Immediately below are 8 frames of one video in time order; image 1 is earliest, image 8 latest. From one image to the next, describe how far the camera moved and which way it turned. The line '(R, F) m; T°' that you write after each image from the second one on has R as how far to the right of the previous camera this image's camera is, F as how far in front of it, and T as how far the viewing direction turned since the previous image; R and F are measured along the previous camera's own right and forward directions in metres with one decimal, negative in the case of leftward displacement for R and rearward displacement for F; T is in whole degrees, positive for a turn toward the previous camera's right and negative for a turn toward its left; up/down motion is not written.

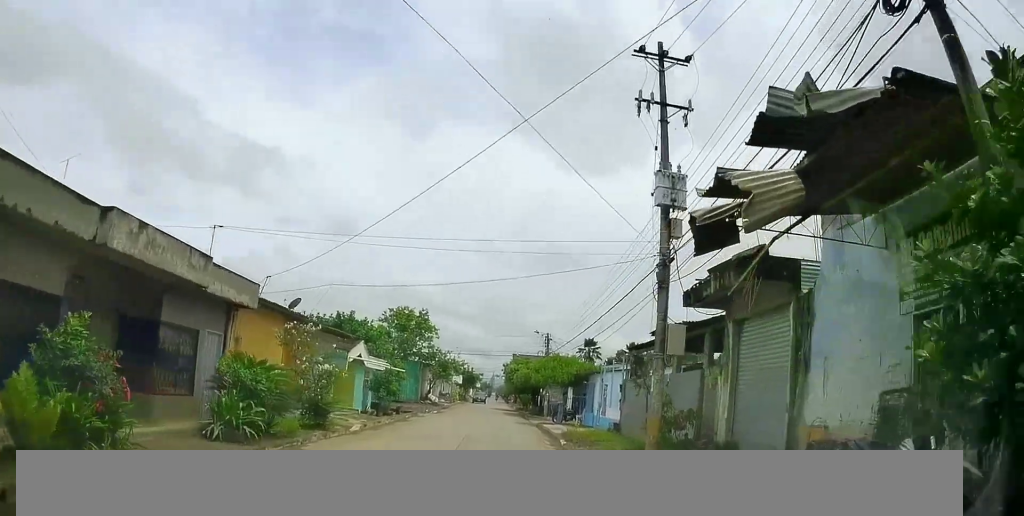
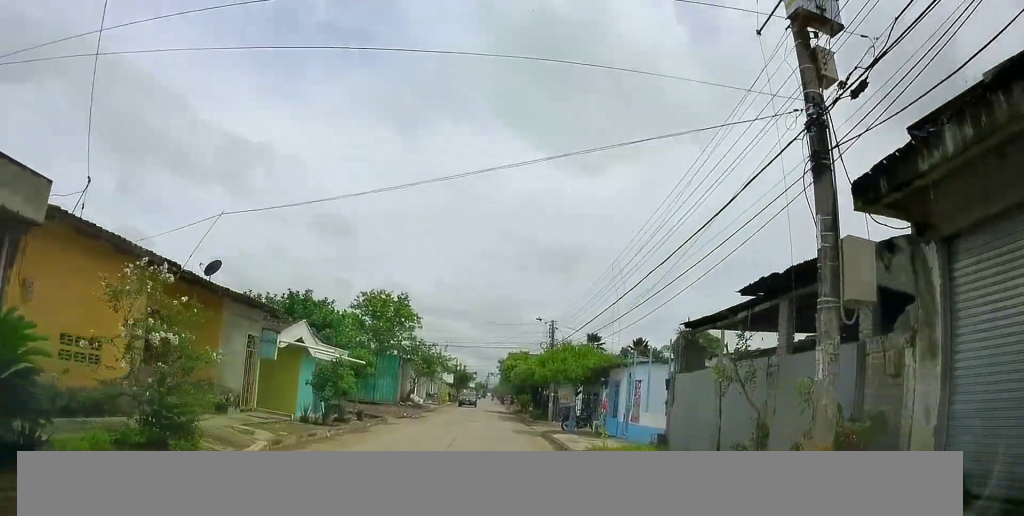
(+0.1, +7.1) m; 0°
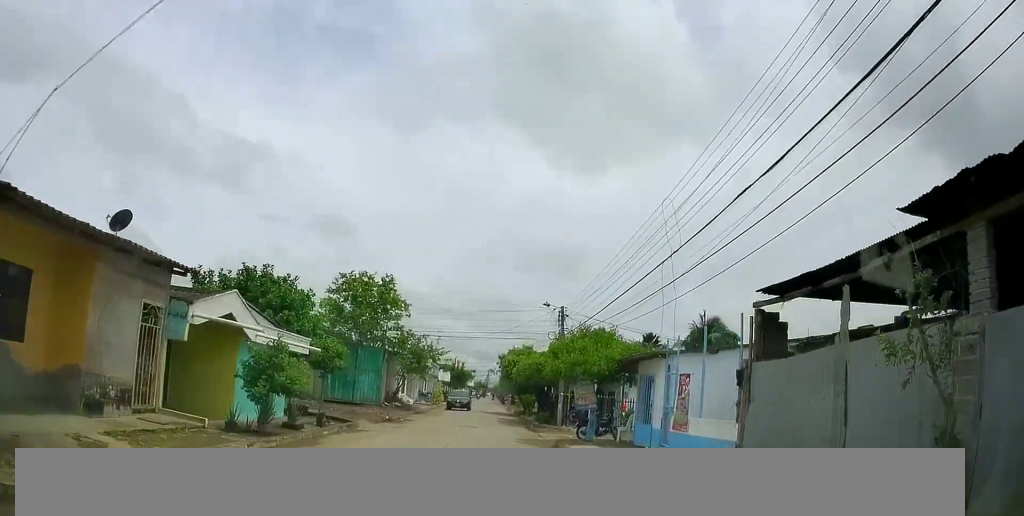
(+0.3, +5.1) m; -2°
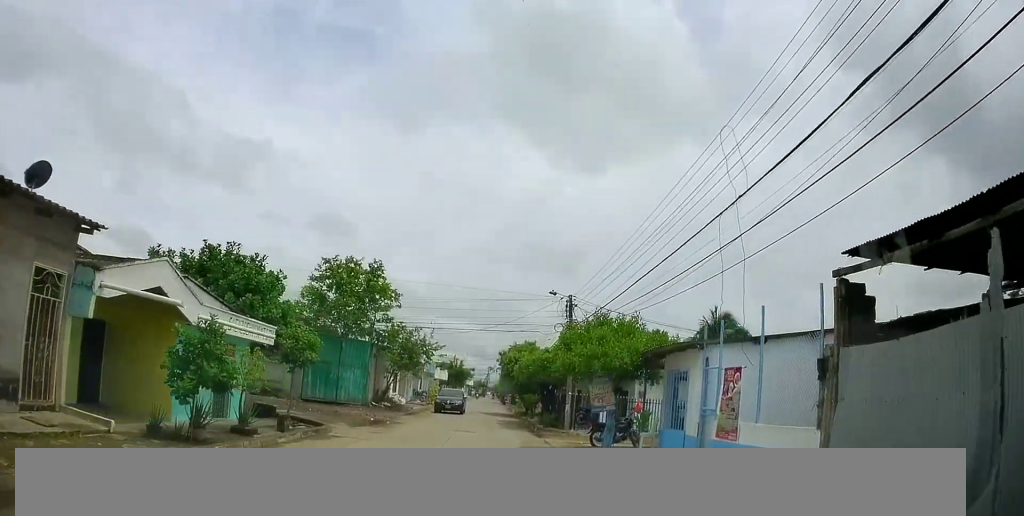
(-0.5, +3.4) m; -1°
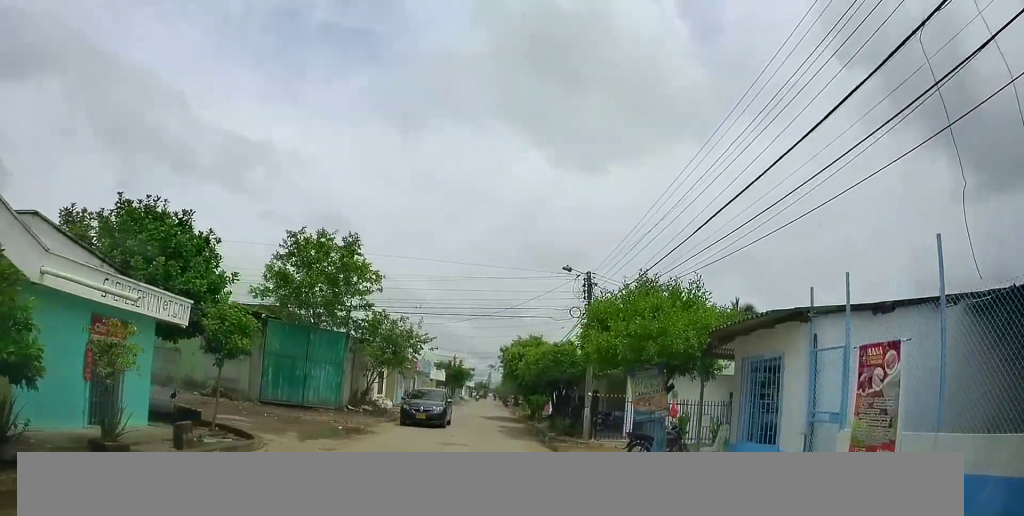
(-0.3, +5.2) m; 0°
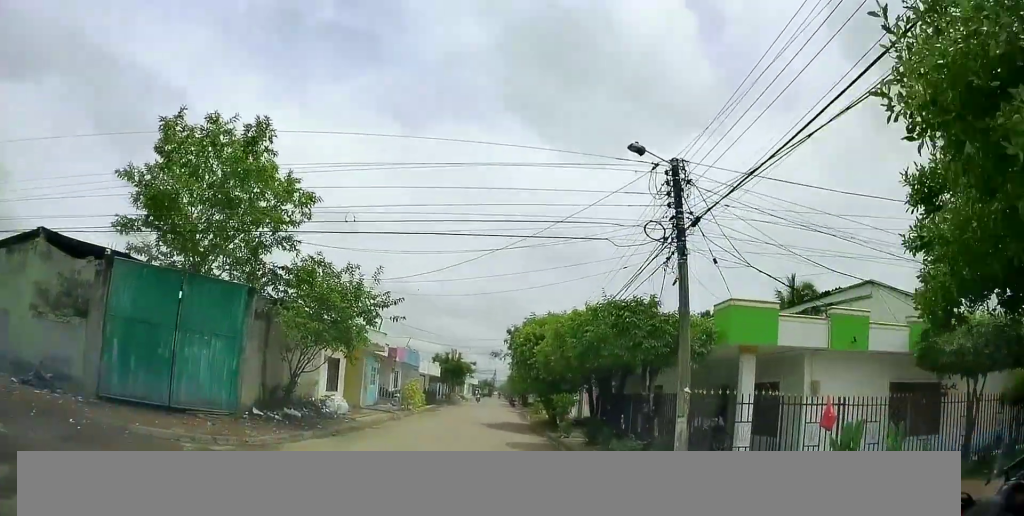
(+0.7, +10.1) m; +4°
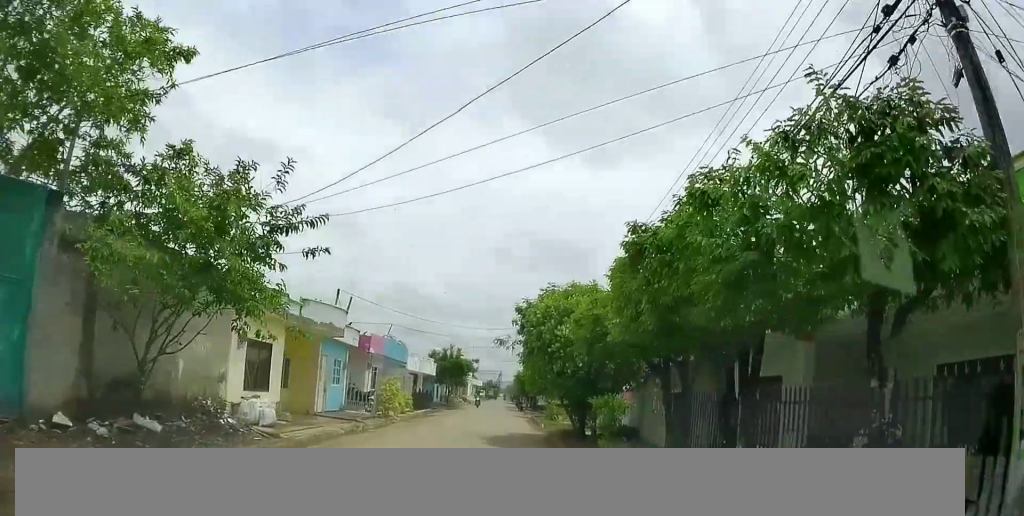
(0.0, +7.6) m; 0°
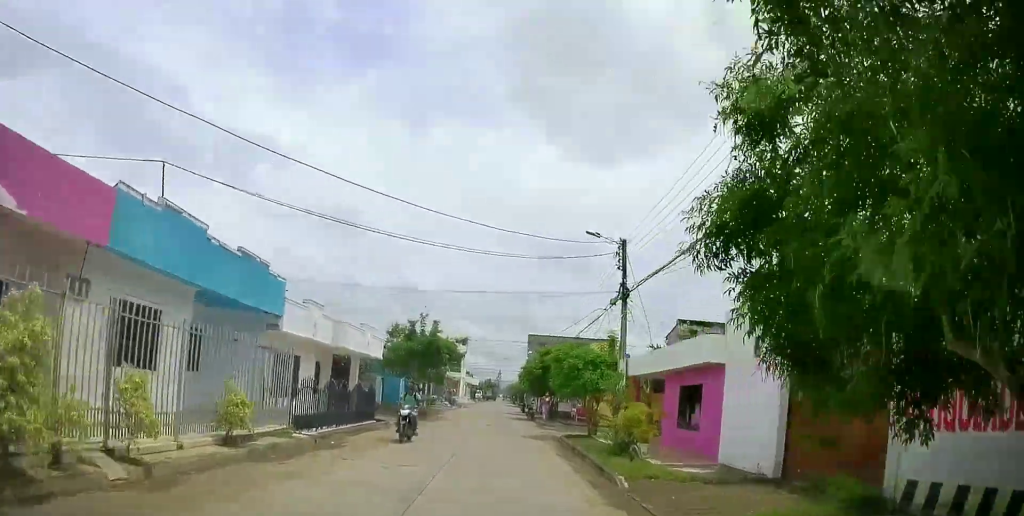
(+0.1, +19.1) m; +2°
